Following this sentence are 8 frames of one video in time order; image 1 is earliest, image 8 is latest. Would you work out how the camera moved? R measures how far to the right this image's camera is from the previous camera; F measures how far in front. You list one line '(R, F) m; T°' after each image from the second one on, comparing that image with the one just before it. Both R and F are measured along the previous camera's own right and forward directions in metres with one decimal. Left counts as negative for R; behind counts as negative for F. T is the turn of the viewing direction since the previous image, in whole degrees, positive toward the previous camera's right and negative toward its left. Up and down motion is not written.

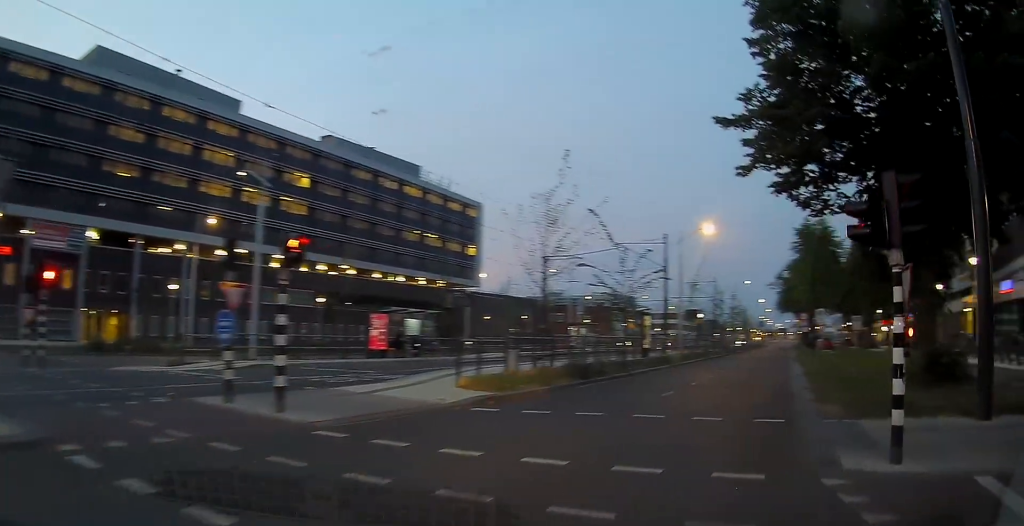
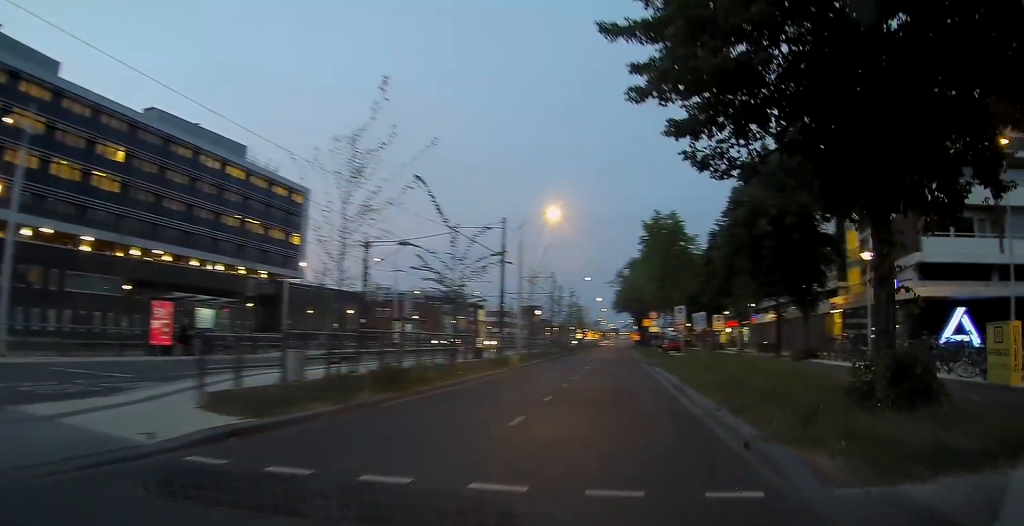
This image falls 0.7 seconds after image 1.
(+1.0, +4.9) m; +13°
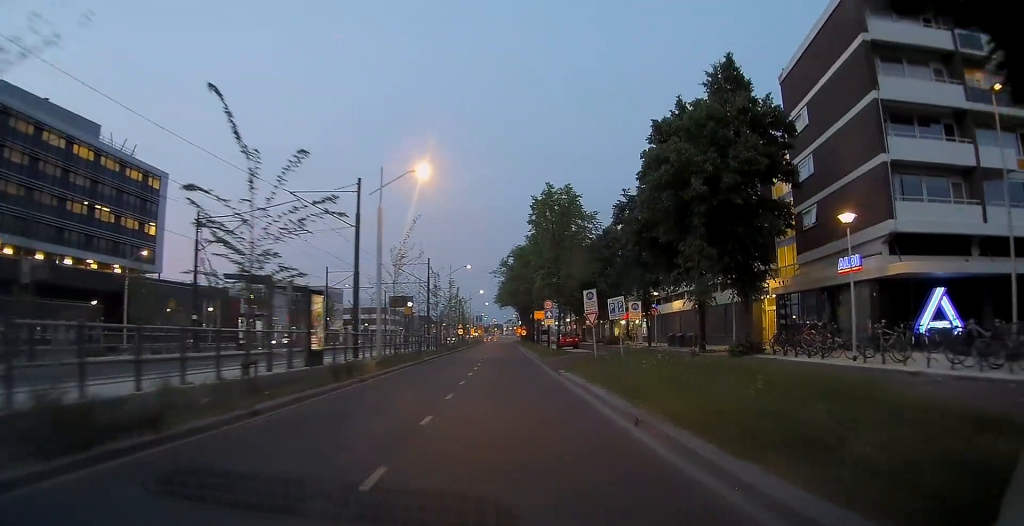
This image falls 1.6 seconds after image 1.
(+1.1, +8.0) m; +10°
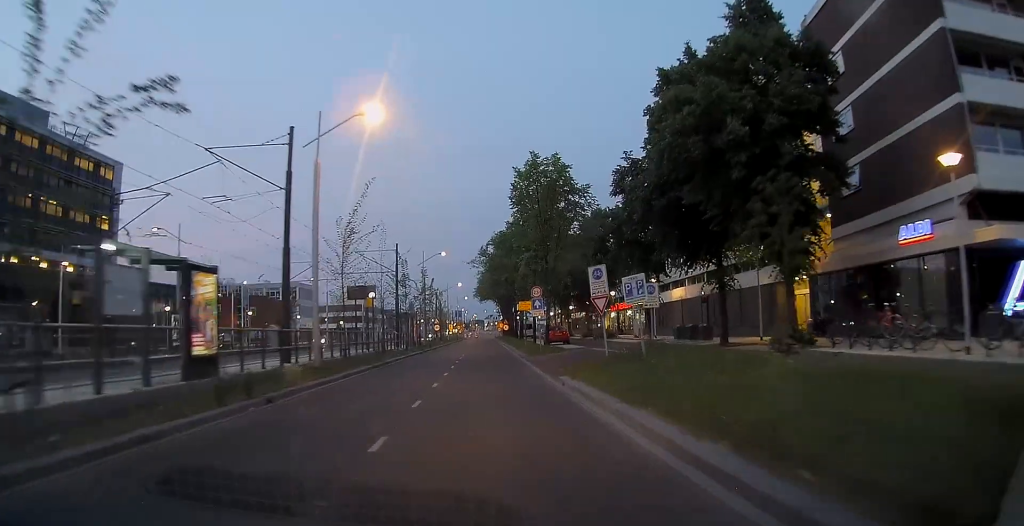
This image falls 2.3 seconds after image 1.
(+0.1, +6.2) m; +3°
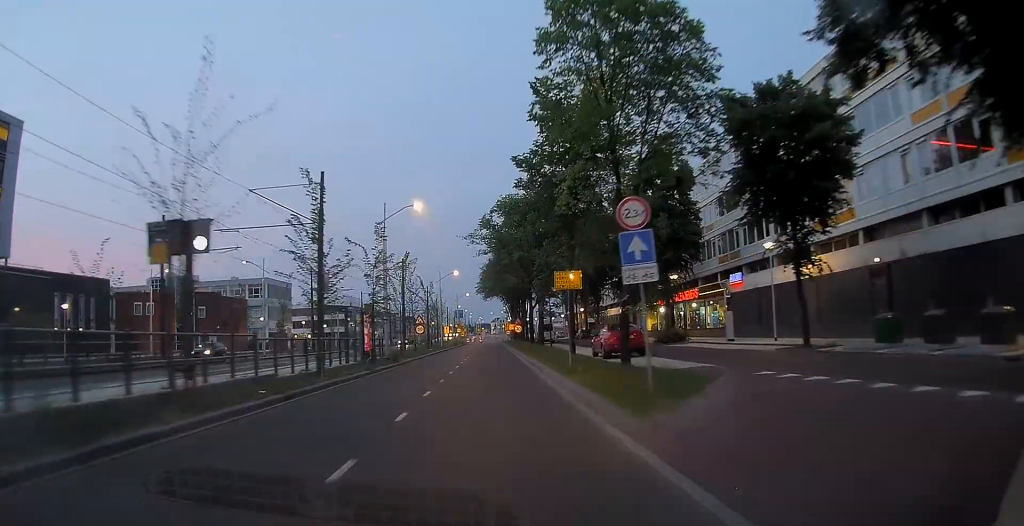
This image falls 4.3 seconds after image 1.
(-0.1, +21.7) m; -1°
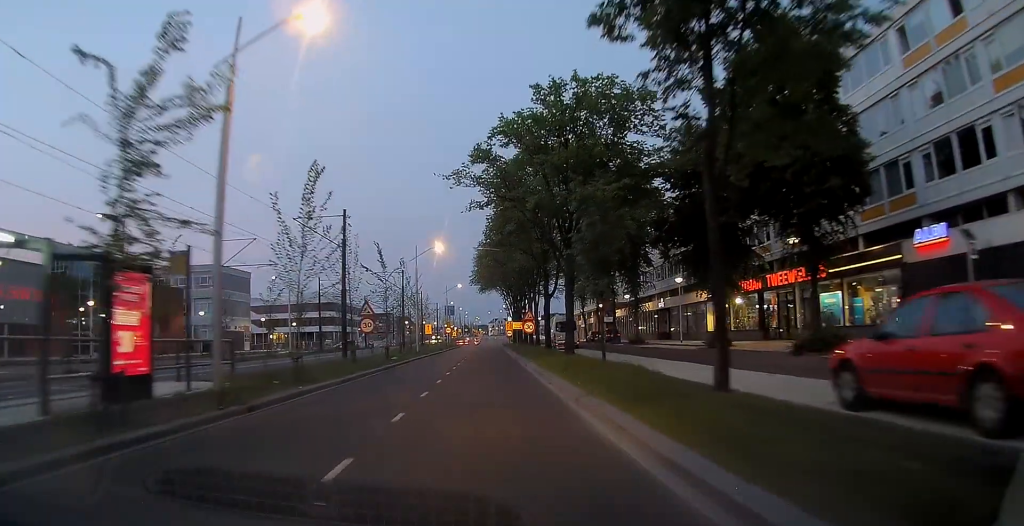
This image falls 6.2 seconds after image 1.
(+0.7, +20.1) m; +1°
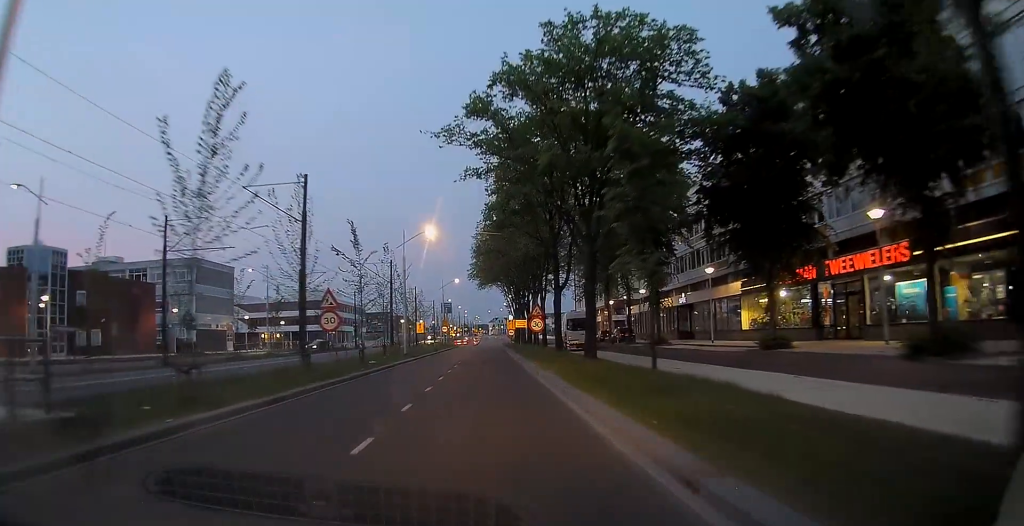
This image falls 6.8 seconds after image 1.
(-0.1, +6.6) m; 0°
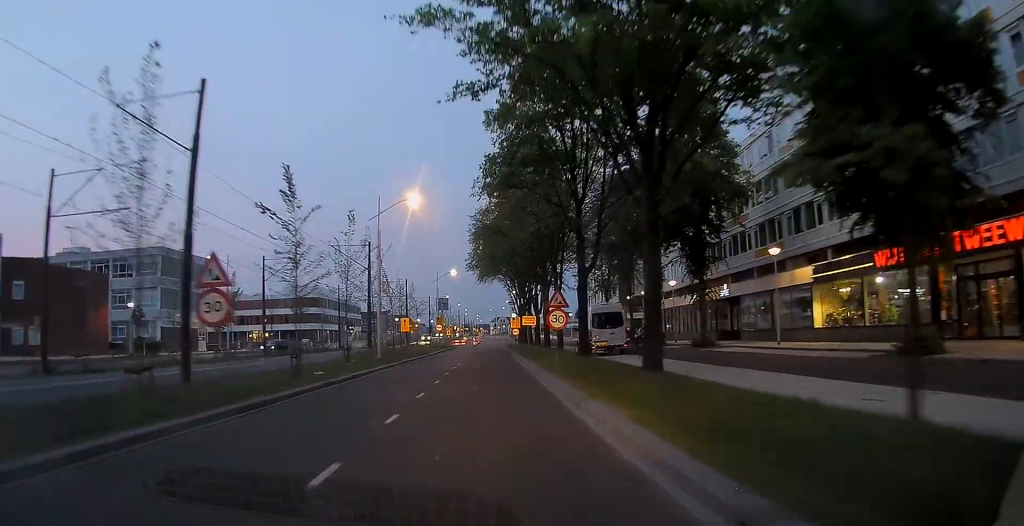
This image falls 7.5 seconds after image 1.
(0.0, +9.5) m; 0°
